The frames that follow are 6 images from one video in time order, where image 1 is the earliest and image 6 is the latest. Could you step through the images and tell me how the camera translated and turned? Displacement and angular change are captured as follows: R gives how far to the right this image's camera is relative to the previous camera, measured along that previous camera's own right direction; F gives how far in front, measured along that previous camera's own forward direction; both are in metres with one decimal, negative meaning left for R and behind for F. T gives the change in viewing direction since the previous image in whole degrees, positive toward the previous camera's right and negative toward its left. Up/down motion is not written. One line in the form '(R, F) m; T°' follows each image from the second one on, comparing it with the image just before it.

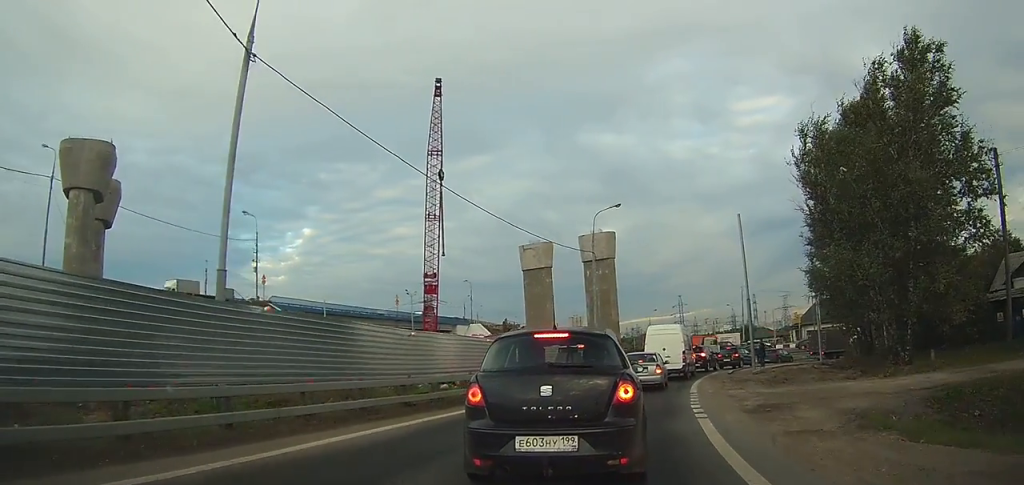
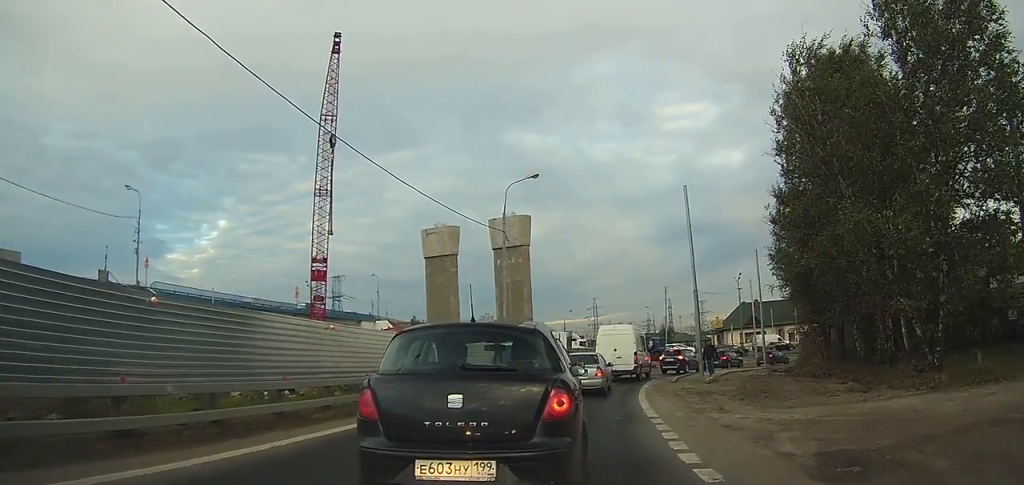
(+1.3, +9.0) m; +19°
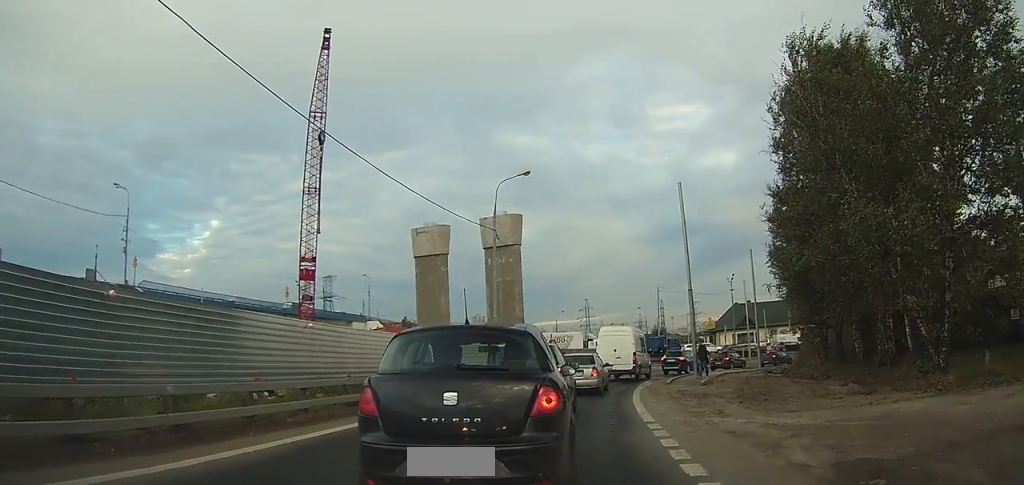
(+0.1, +1.1) m; +2°
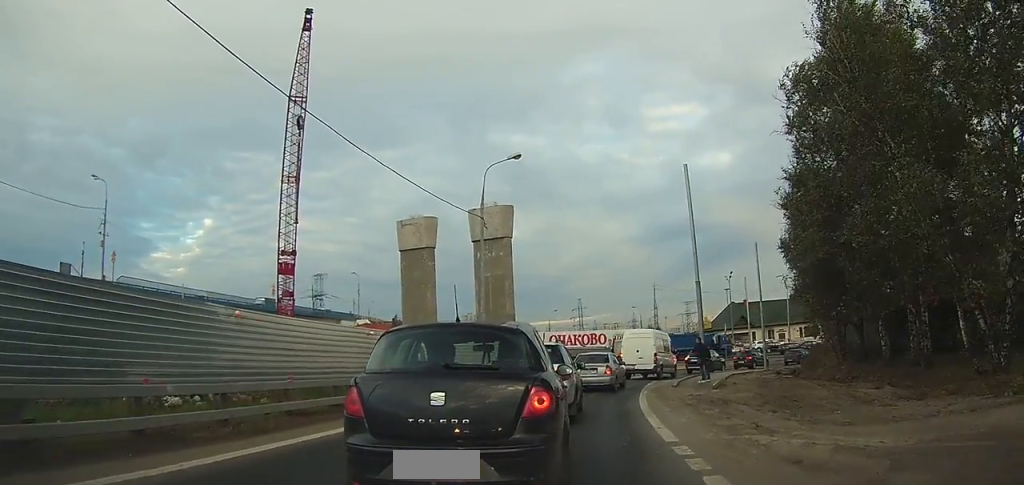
(-0.1, +3.1) m; 0°
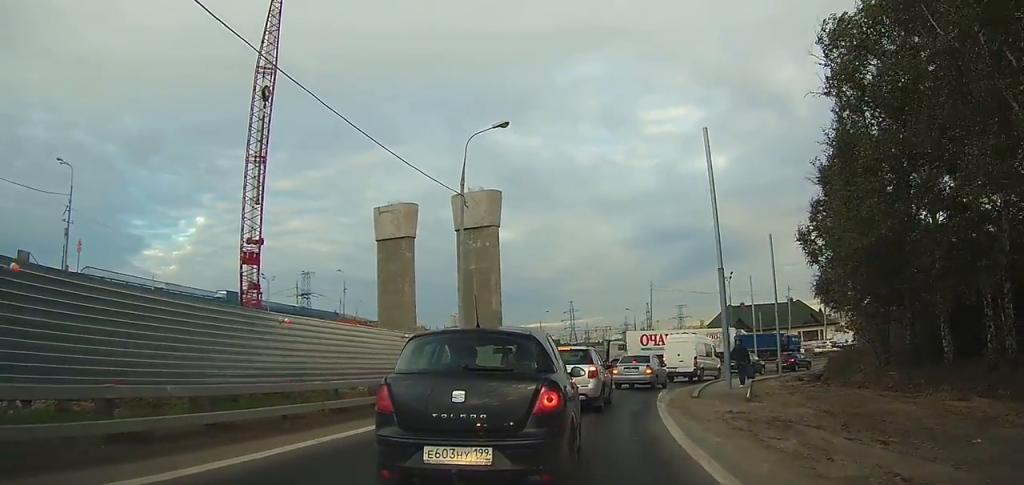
(+0.1, +5.7) m; +2°
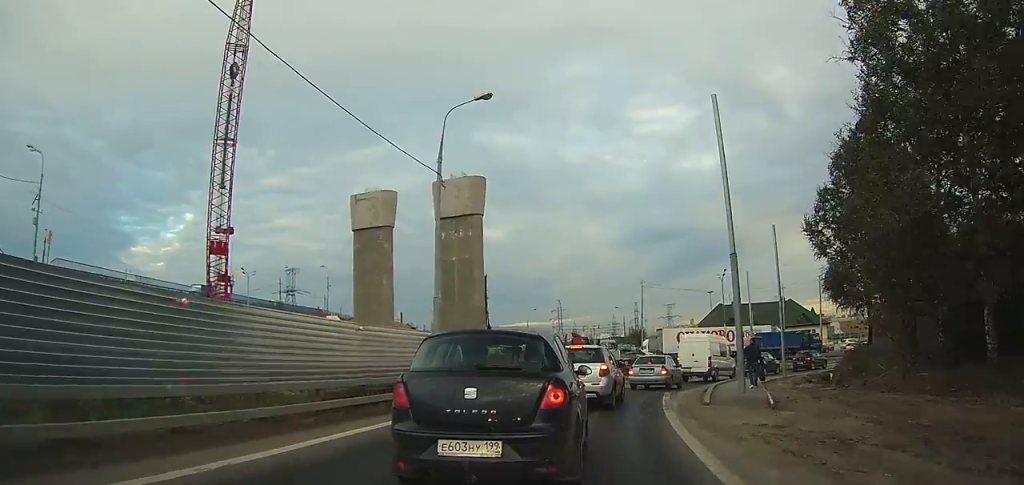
(0.0, +2.7) m; 0°
